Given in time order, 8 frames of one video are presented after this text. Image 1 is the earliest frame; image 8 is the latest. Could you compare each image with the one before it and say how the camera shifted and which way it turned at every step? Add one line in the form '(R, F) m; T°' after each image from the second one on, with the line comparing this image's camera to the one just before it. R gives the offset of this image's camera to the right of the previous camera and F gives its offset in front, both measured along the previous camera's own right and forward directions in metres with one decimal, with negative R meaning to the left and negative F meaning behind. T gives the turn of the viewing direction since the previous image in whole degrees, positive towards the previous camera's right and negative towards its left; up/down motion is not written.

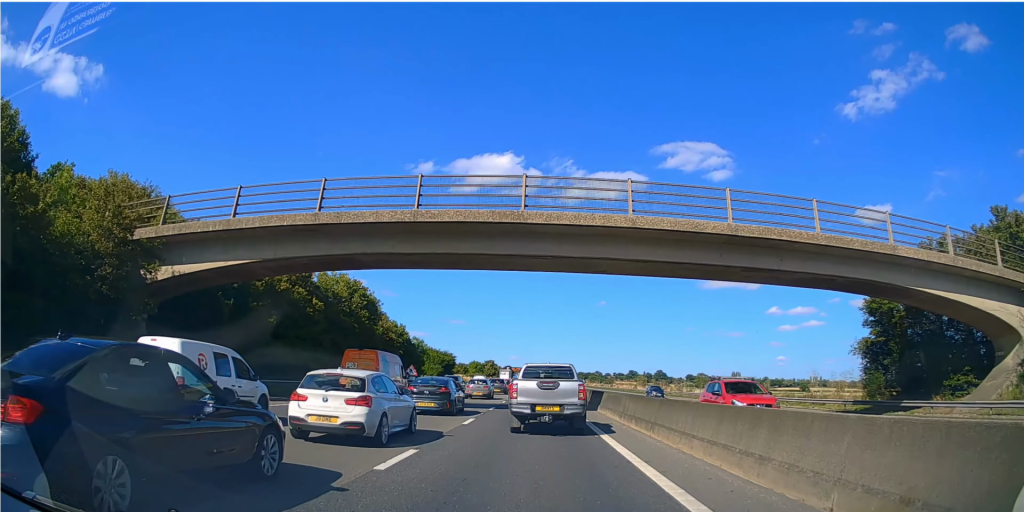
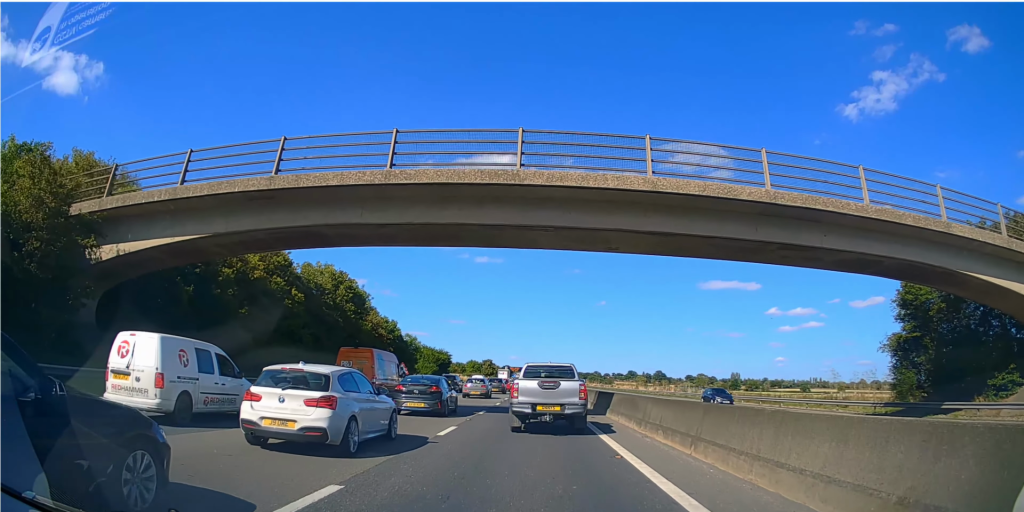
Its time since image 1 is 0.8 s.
(0.0, +4.0) m; 0°
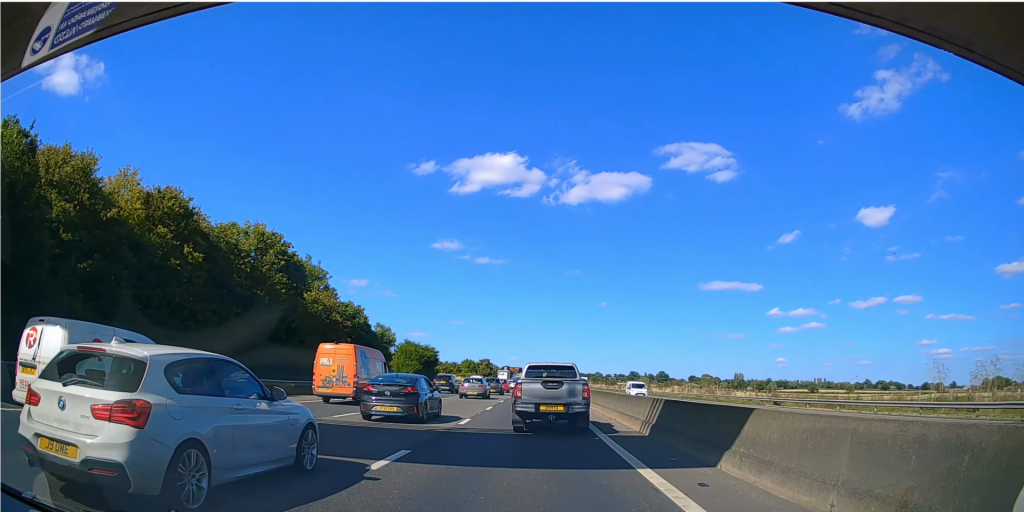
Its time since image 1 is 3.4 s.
(+0.4, +14.7) m; +2°
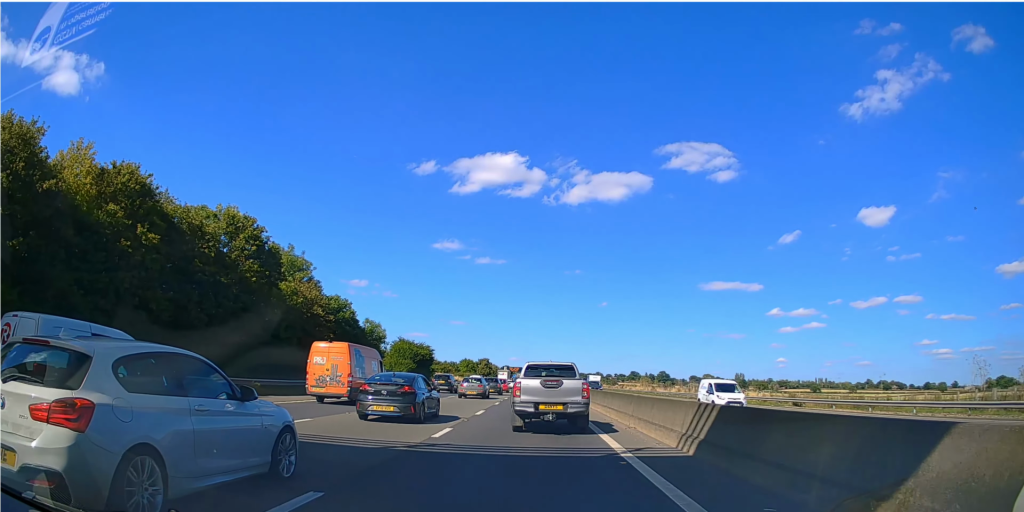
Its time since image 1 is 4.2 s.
(0.0, +4.9) m; 0°
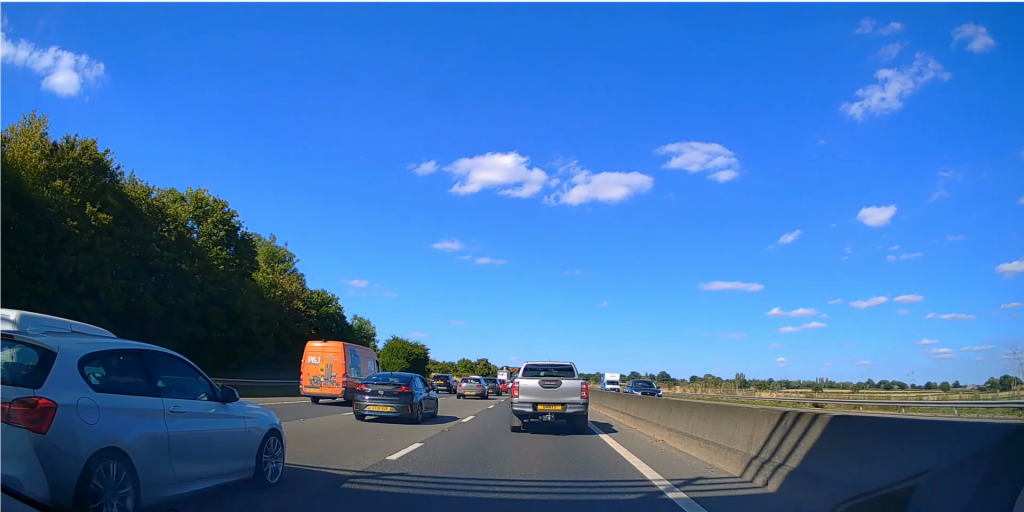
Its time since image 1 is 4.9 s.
(0.0, +4.4) m; 0°
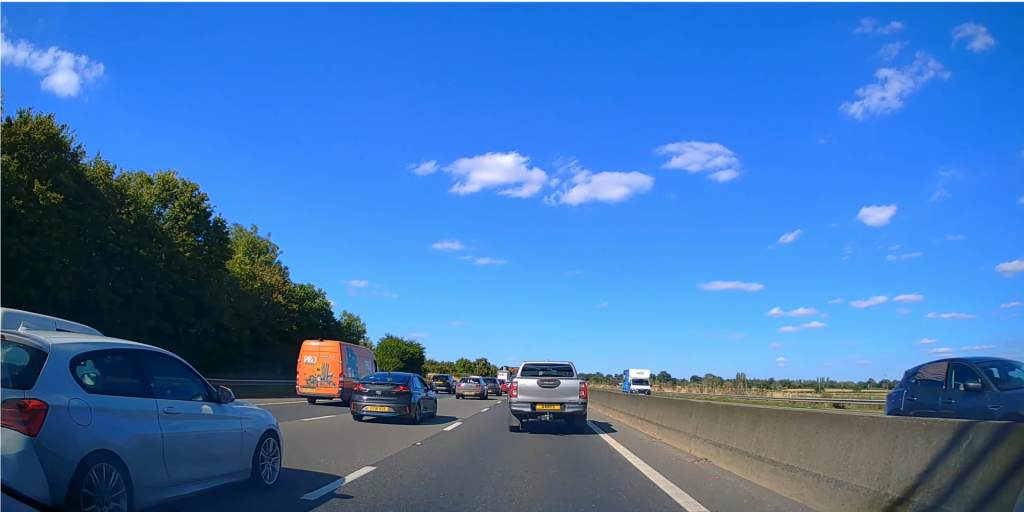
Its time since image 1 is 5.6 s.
(0.0, +4.0) m; 0°
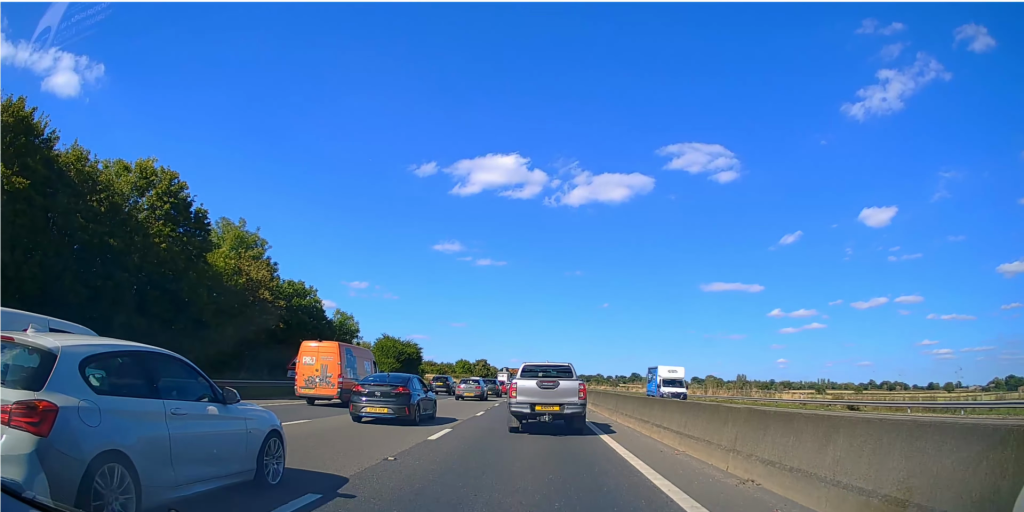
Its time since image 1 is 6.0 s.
(0.0, +1.7) m; -1°
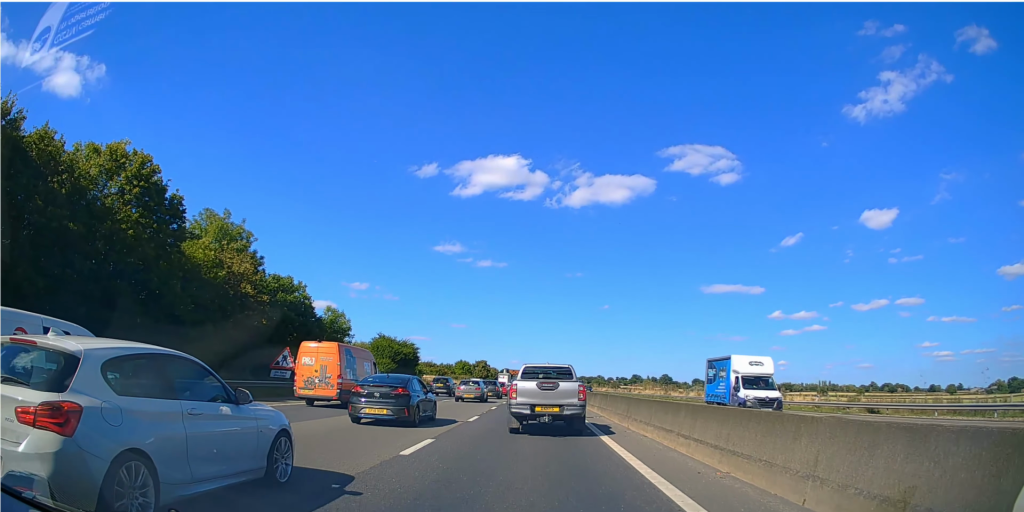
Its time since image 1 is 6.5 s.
(0.0, +2.1) m; -1°
